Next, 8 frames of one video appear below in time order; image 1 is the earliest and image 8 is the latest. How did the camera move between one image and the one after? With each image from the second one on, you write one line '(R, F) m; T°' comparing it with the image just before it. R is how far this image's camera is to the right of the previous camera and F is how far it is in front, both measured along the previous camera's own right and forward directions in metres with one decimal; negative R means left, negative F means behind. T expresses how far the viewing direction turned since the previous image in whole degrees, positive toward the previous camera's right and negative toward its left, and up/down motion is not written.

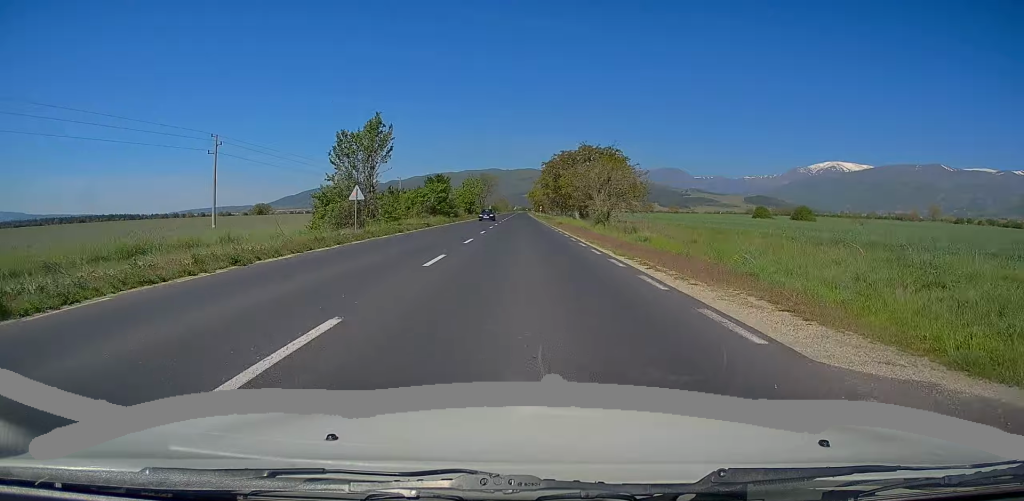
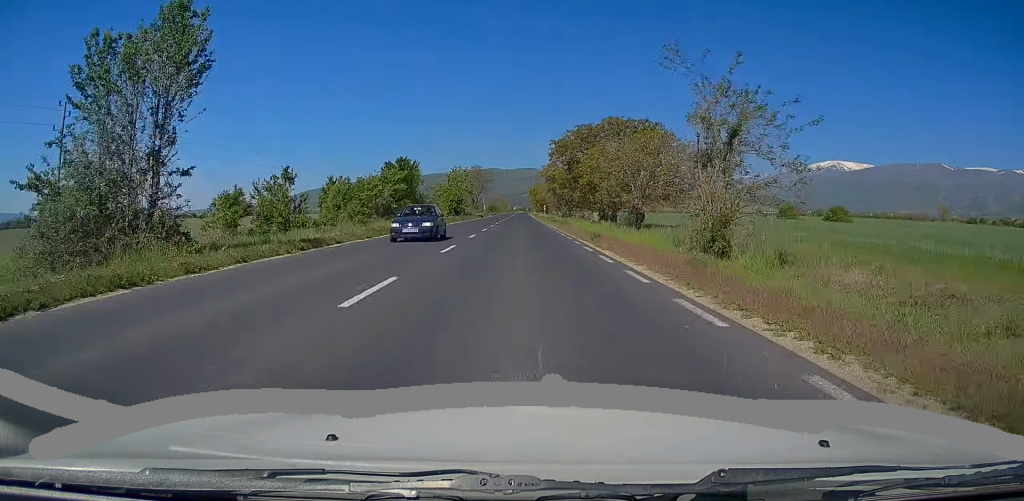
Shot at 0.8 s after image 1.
(0.0, +22.9) m; 0°
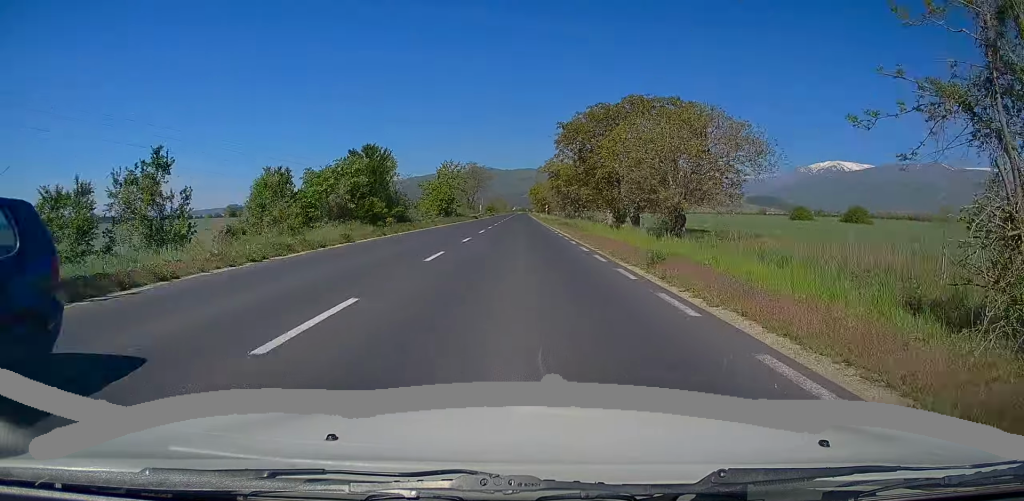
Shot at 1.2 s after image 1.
(0.0, +11.1) m; 0°
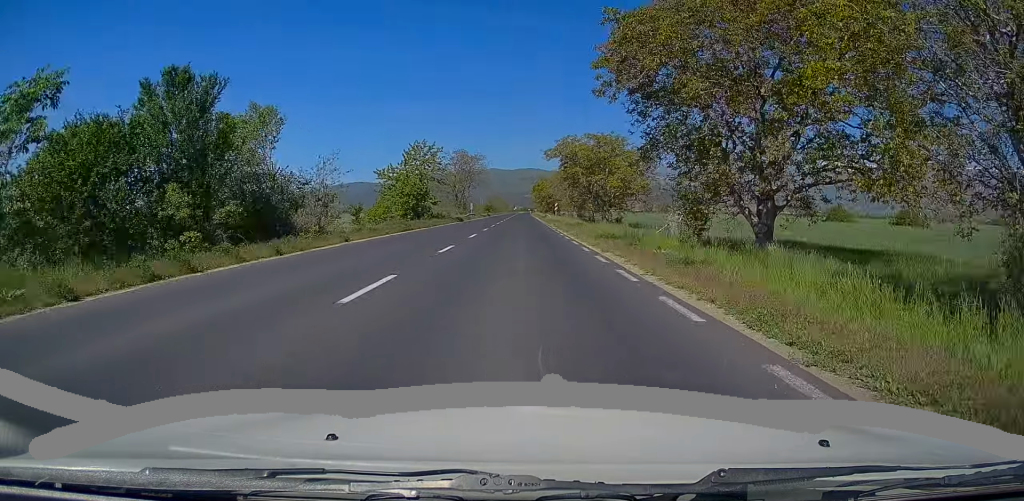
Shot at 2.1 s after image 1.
(0.0, +24.0) m; 0°
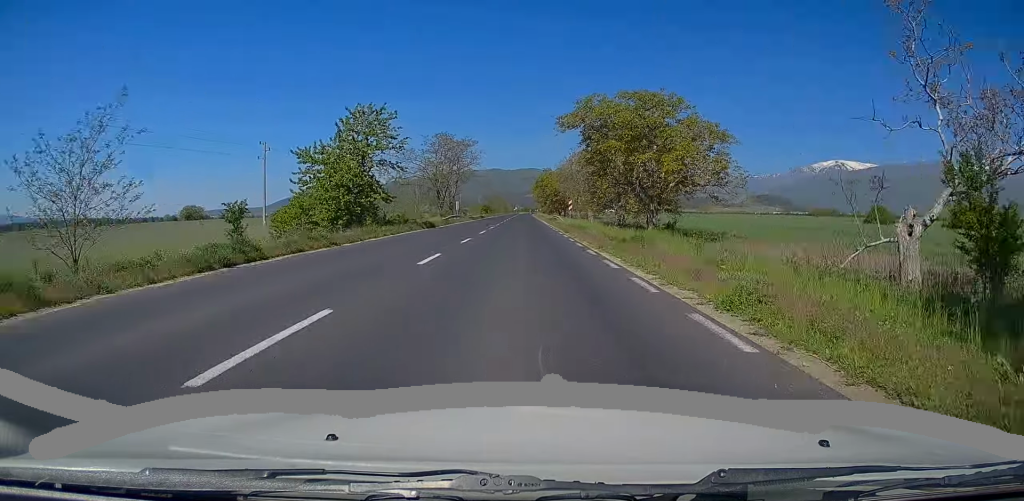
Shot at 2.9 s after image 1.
(0.0, +21.2) m; 0°
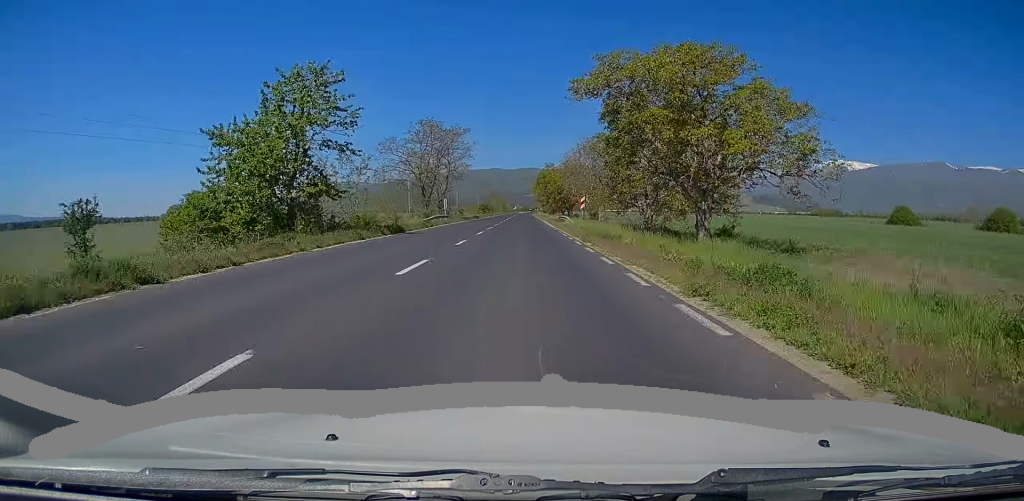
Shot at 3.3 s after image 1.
(0.0, +11.1) m; 0°
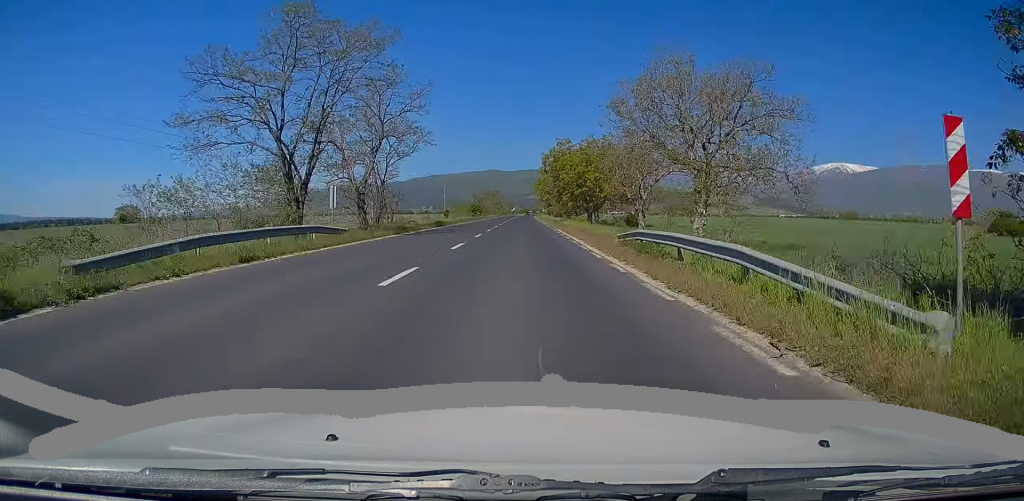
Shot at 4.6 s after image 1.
(0.0, +36.8) m; 0°
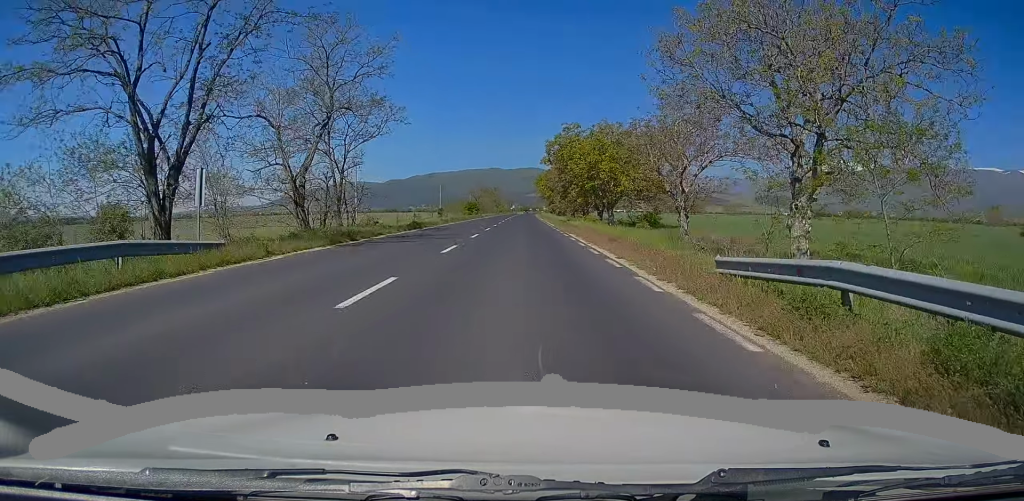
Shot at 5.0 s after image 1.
(0.0, +11.0) m; 0°
